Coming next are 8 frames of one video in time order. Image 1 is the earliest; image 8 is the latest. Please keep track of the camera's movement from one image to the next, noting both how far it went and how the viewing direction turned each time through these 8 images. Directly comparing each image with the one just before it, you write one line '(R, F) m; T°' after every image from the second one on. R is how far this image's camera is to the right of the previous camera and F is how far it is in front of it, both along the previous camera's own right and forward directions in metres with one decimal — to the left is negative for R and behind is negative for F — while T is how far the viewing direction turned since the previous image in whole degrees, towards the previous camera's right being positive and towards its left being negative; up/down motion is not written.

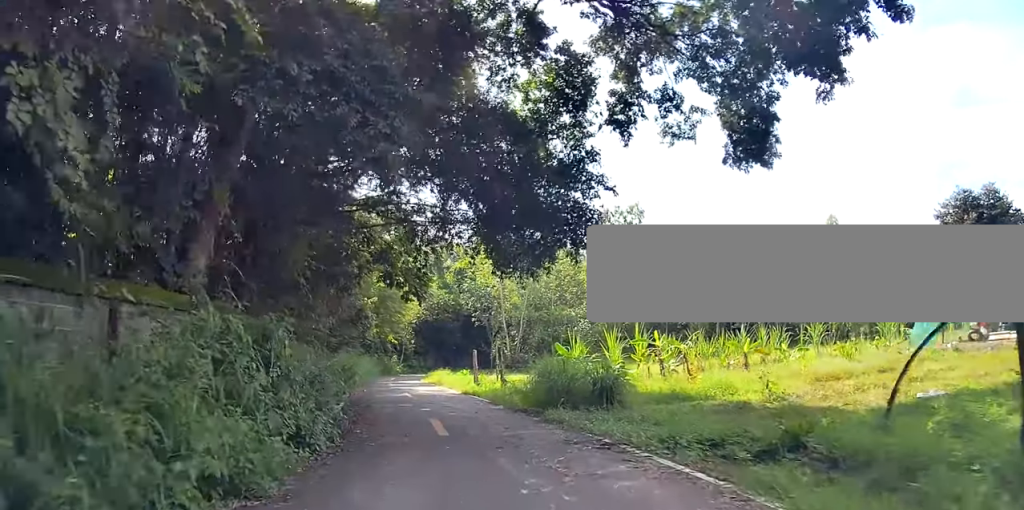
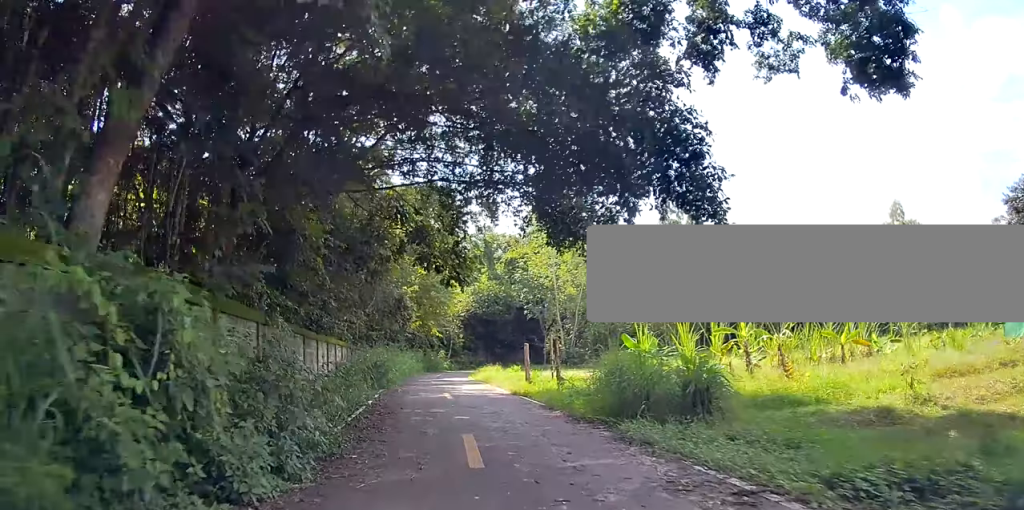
(-0.5, +4.3) m; -5°
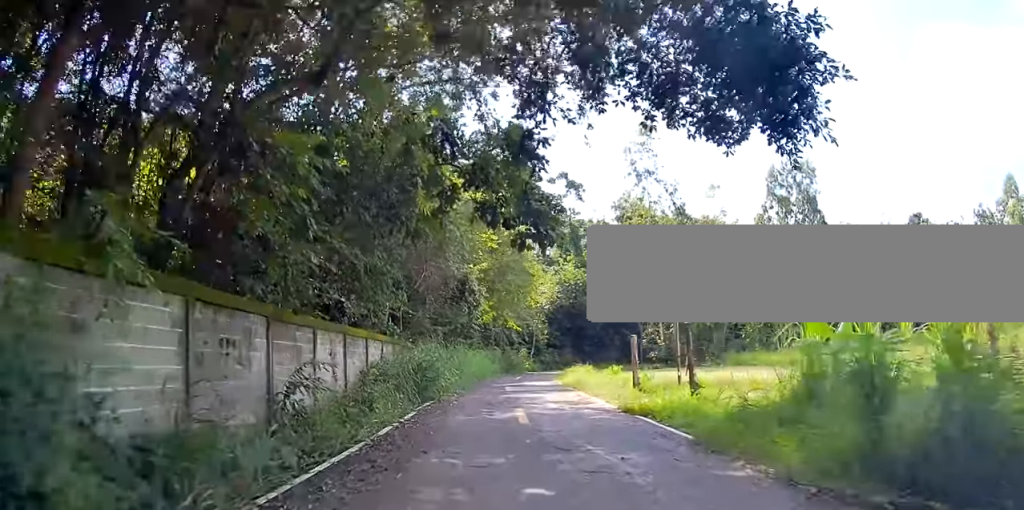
(-0.5, +8.5) m; -4°
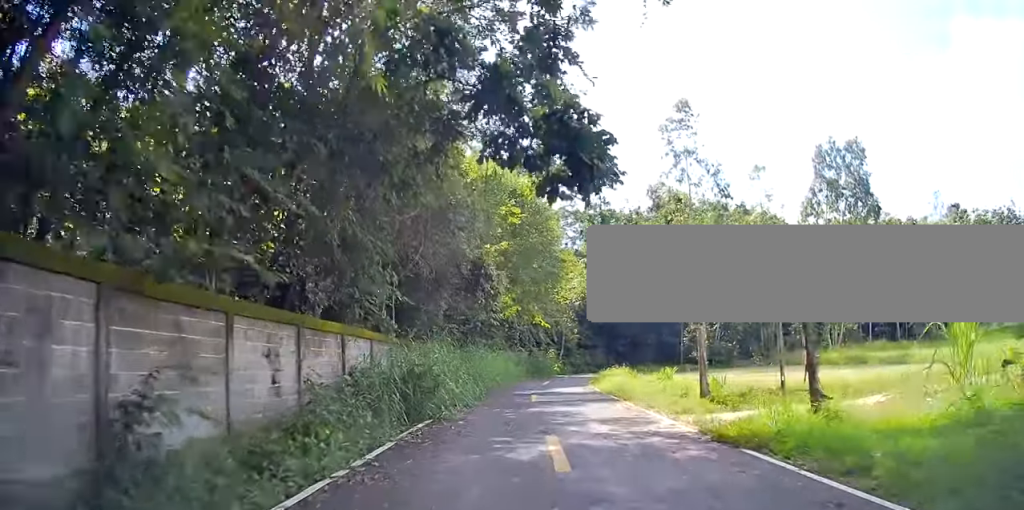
(0.0, +5.7) m; 0°
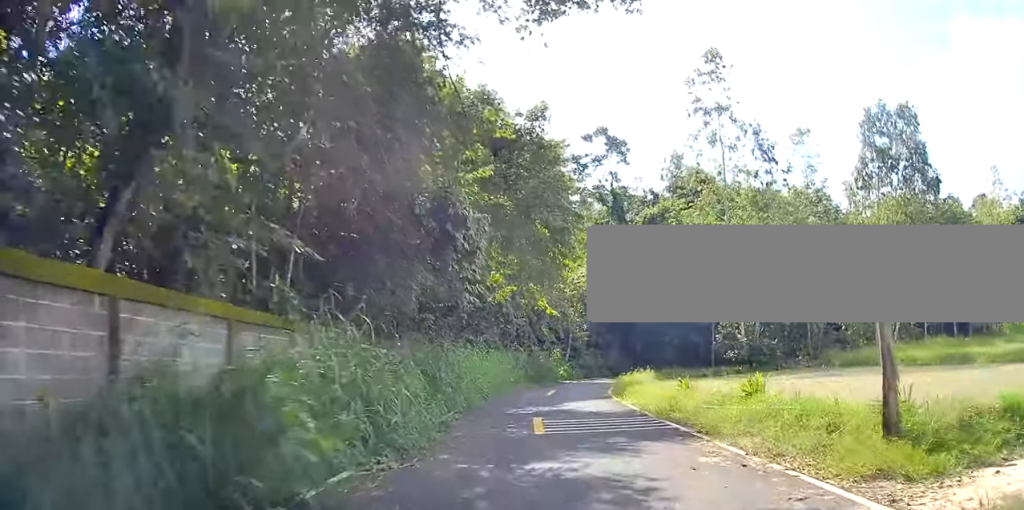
(-0.1, +9.3) m; -3°
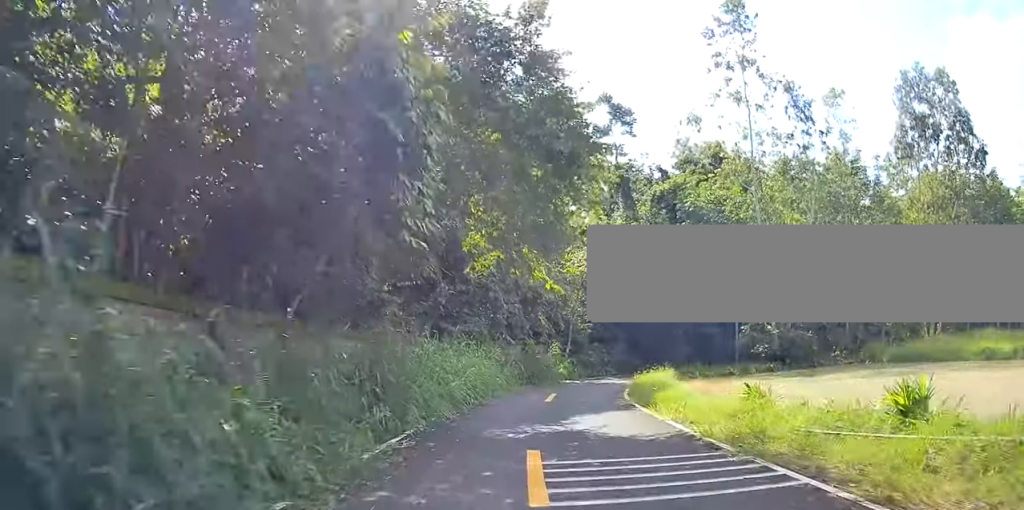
(0.0, +5.9) m; -2°
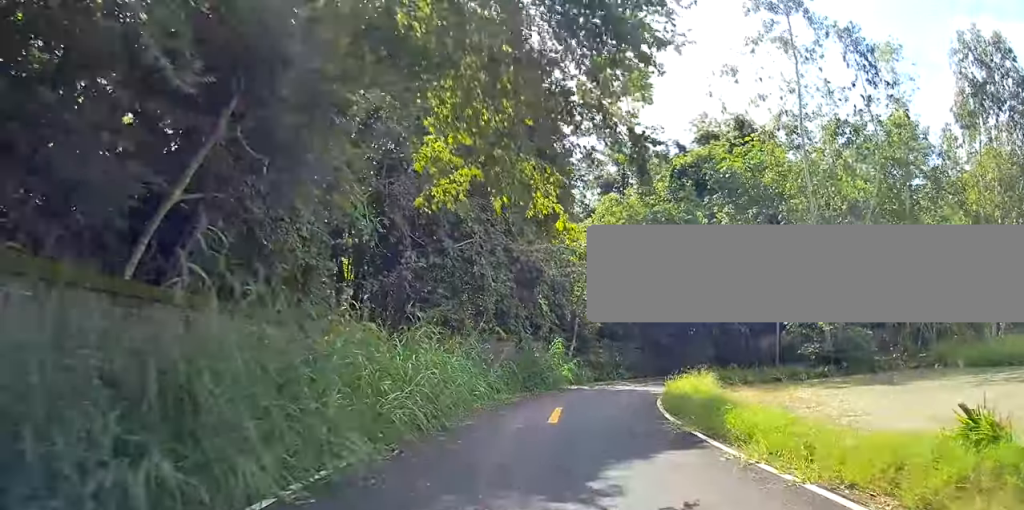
(-0.3, +6.5) m; -1°
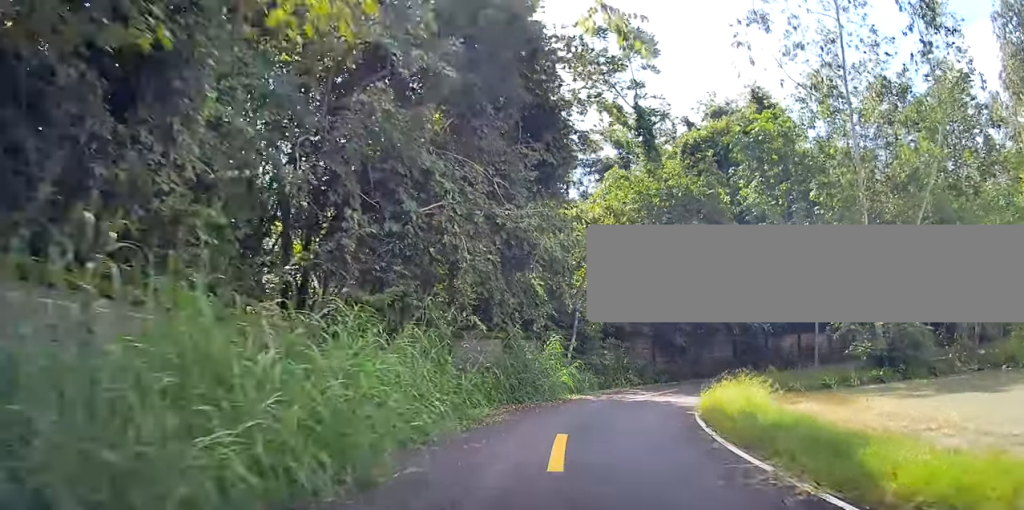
(+0.2, +4.7) m; +6°
